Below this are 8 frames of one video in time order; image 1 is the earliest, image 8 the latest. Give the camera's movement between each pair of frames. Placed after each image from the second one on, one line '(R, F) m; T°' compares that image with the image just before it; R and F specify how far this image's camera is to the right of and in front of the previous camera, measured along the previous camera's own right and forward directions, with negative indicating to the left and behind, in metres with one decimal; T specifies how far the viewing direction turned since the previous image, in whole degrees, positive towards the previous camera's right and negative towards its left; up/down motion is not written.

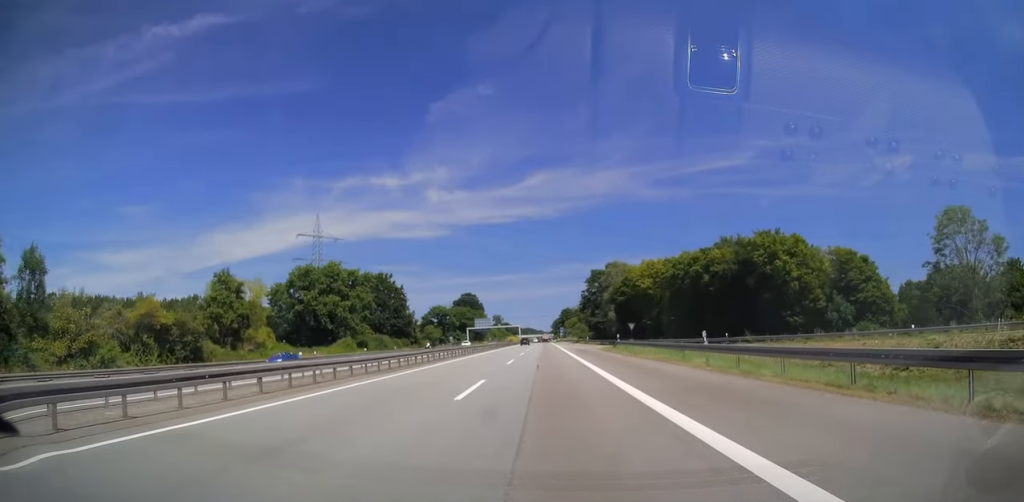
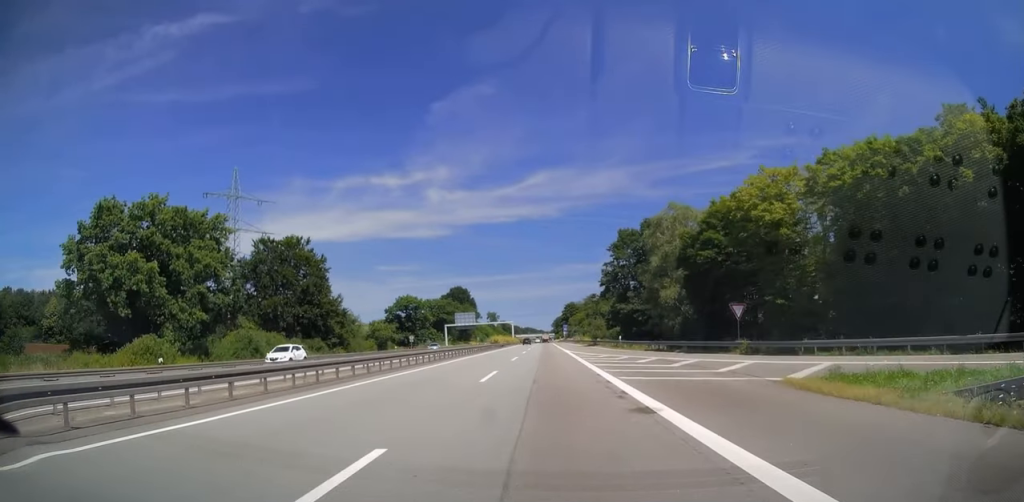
(+0.1, +47.7) m; 0°
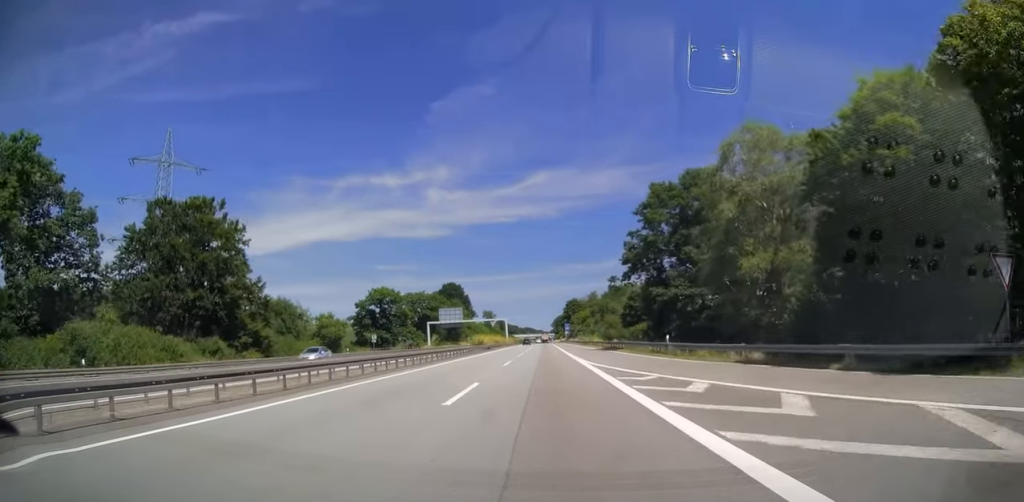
(0.0, +24.6) m; 0°
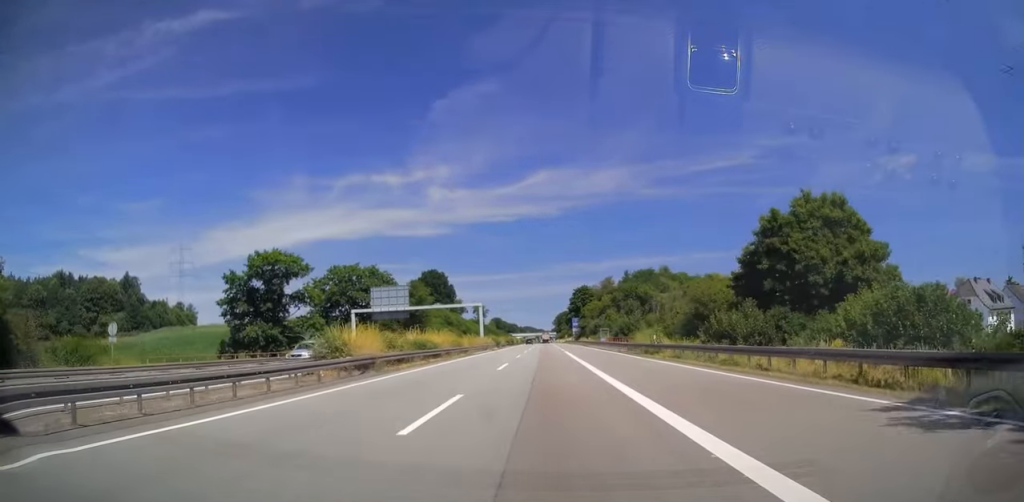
(0.0, +57.2) m; 0°
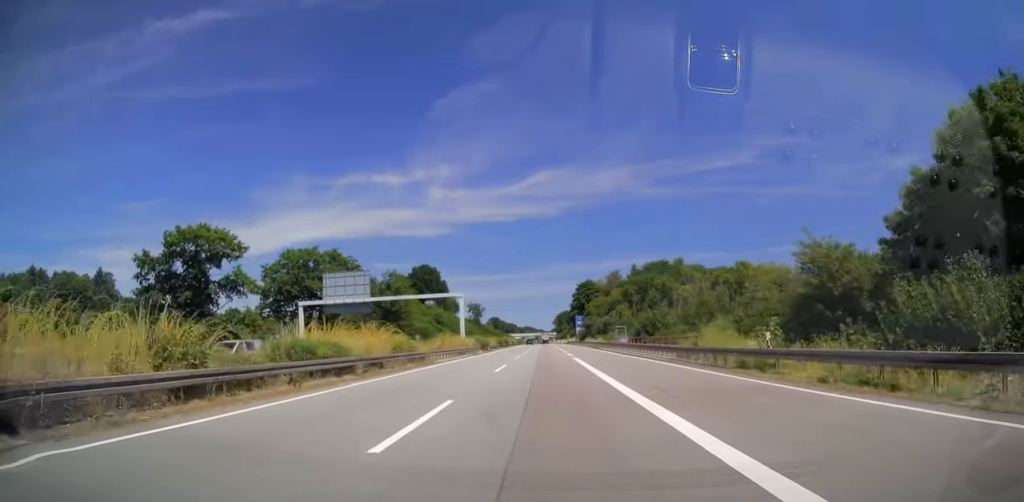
(0.0, +19.2) m; 0°
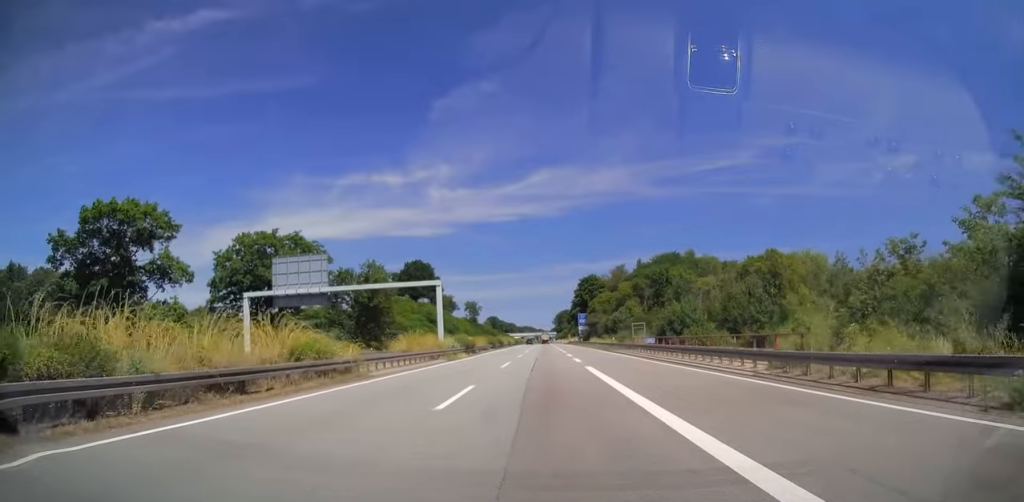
(0.0, +13.3) m; 0°
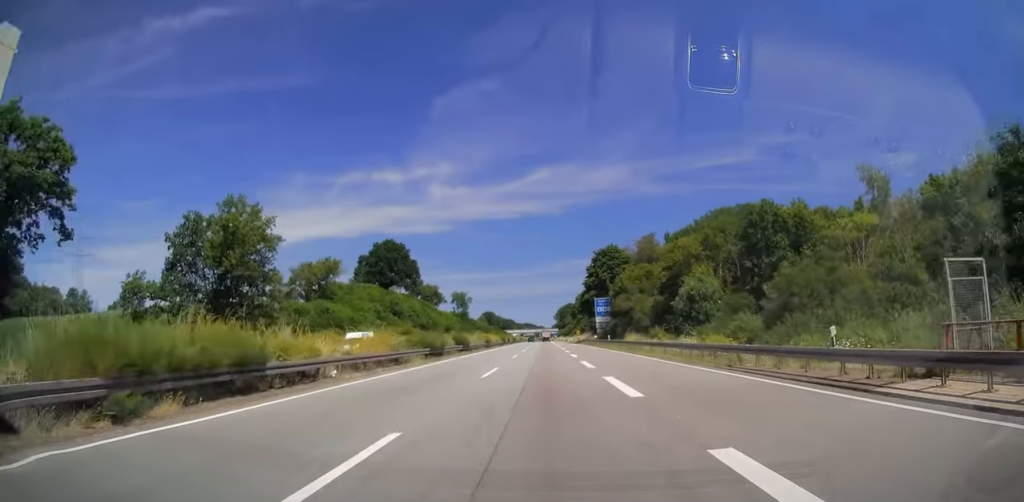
(0.0, +44.8) m; 0°
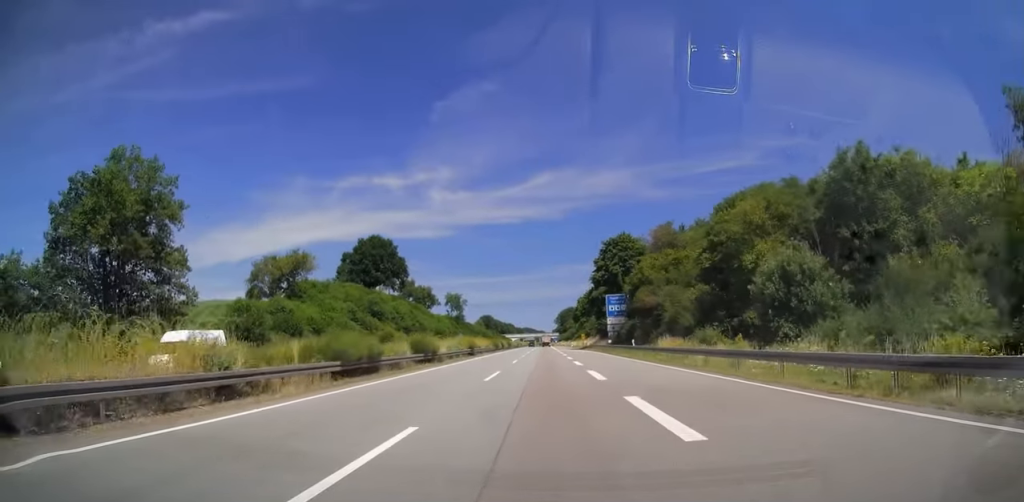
(0.0, +16.7) m; 0°
